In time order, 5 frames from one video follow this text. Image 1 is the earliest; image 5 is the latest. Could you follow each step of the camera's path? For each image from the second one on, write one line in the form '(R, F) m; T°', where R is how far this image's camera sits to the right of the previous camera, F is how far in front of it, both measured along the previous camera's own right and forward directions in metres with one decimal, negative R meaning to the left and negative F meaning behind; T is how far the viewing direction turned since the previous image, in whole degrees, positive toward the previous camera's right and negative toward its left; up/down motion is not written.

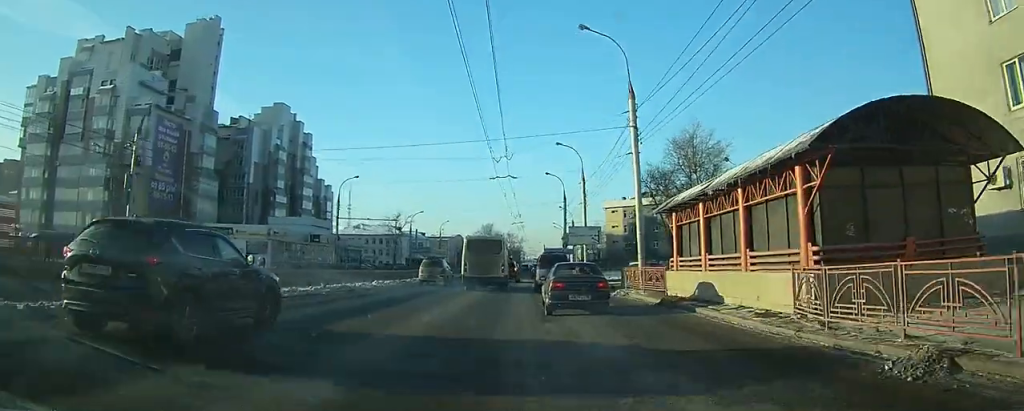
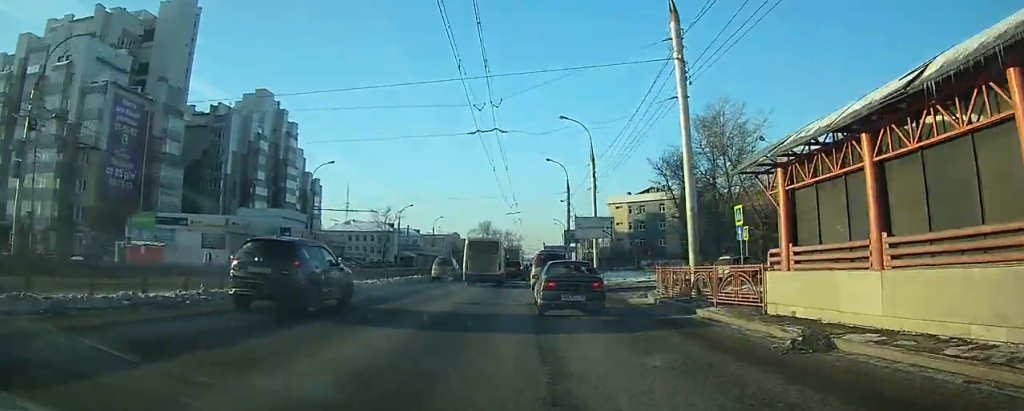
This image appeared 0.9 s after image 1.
(+0.1, +9.9) m; 0°
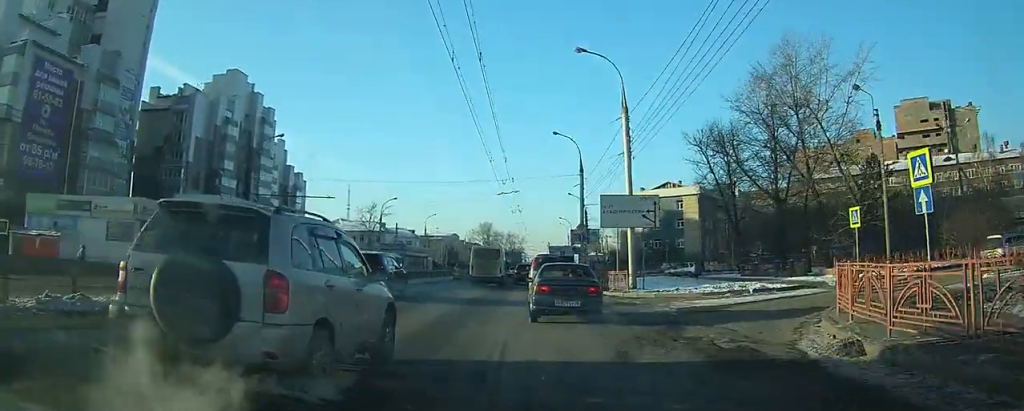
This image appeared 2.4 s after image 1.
(-0.2, +14.8) m; -1°
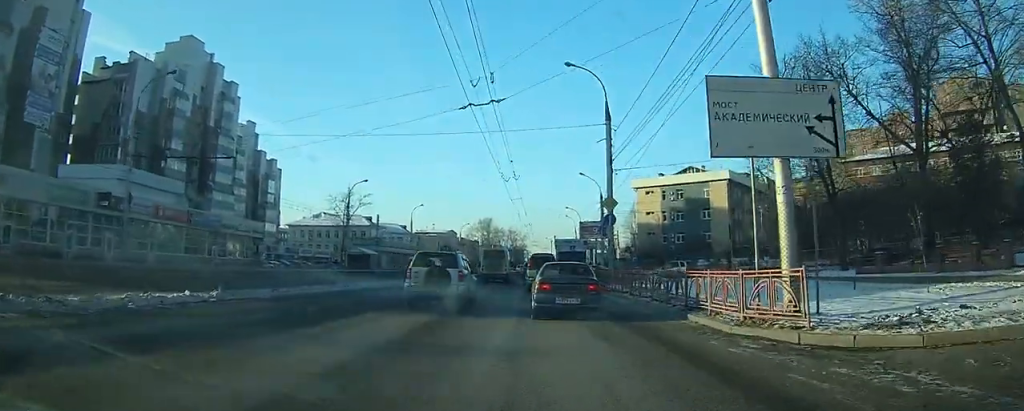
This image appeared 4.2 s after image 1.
(+0.4, +17.6) m; +1°
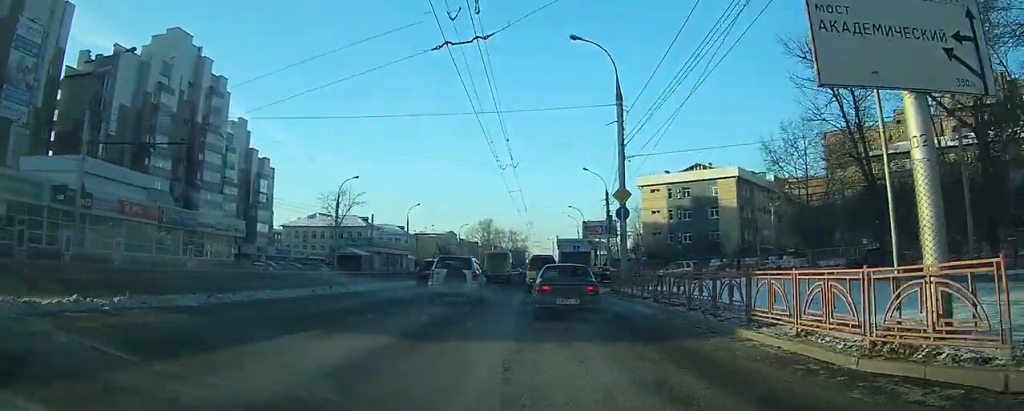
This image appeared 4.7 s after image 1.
(0.0, +4.5) m; 0°
